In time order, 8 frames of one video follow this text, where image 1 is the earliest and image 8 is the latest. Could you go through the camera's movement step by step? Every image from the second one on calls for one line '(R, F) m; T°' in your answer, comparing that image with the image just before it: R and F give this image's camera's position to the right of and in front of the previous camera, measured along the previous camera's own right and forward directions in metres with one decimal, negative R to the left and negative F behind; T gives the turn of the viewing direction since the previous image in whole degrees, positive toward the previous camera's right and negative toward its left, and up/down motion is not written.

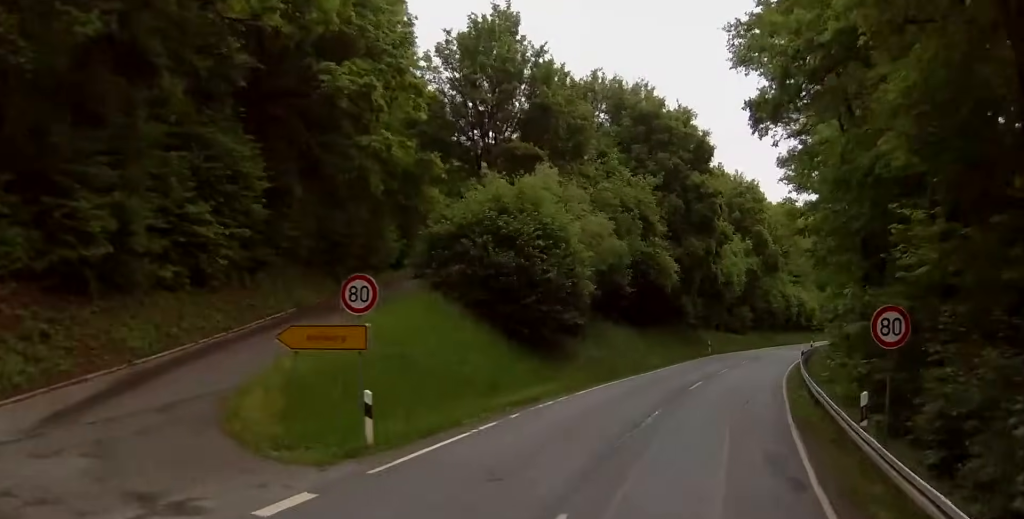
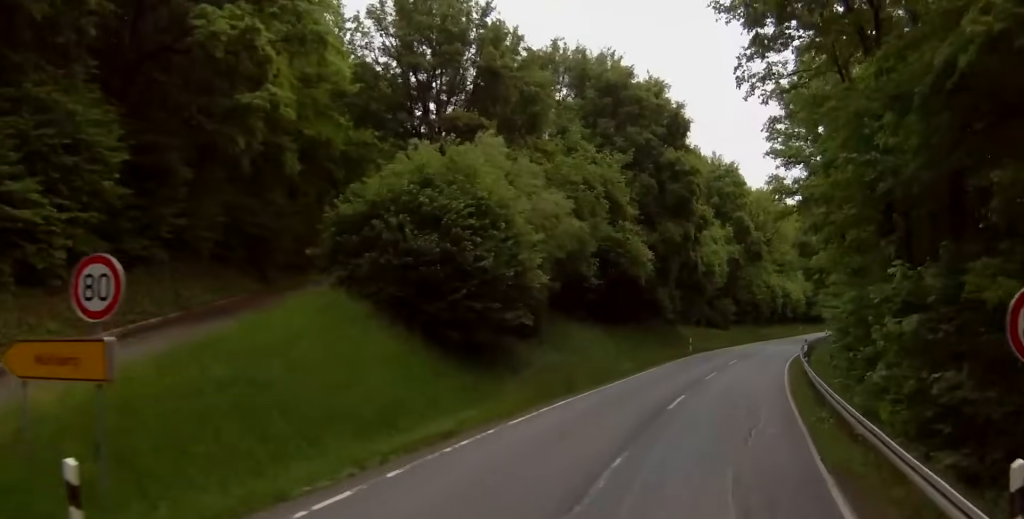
(+0.1, +7.2) m; +1°
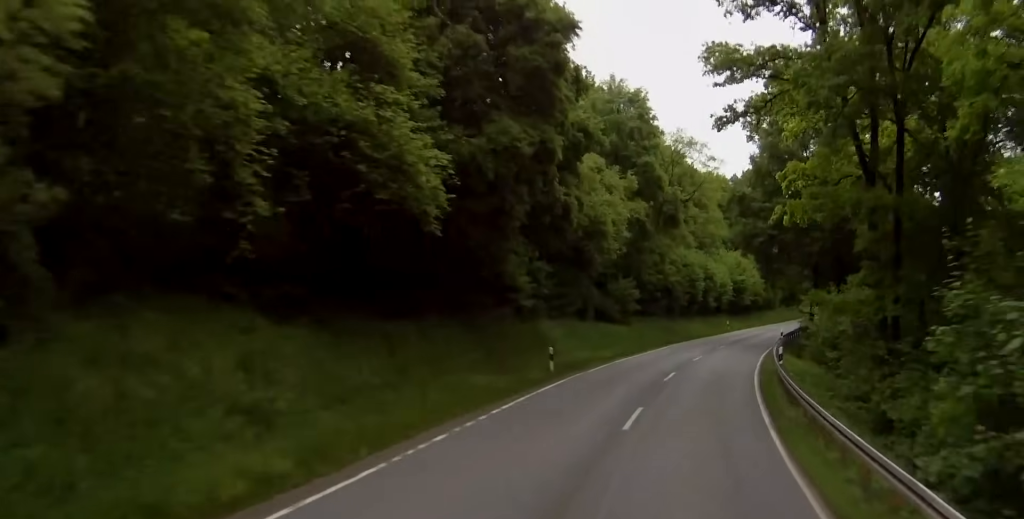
(+1.2, +27.2) m; +7°
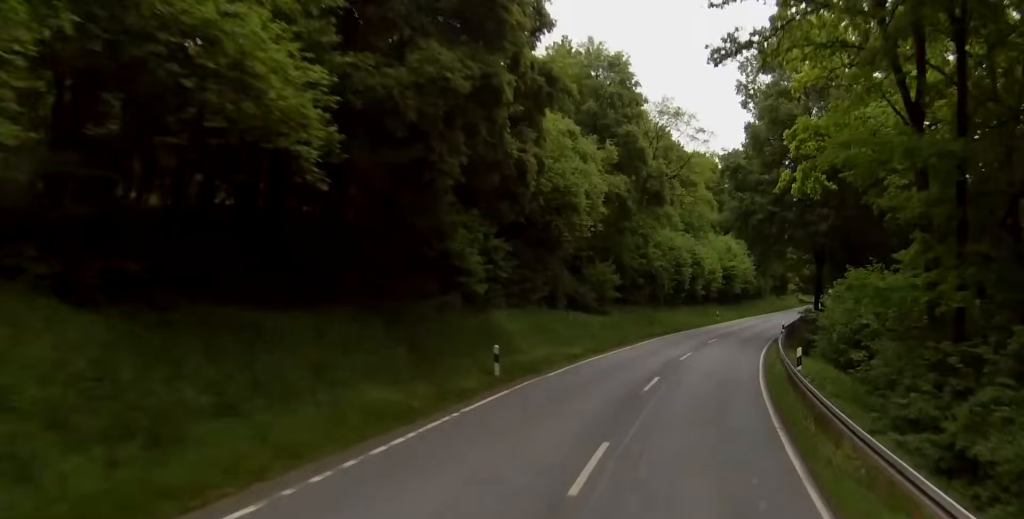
(+0.2, +6.8) m; +2°
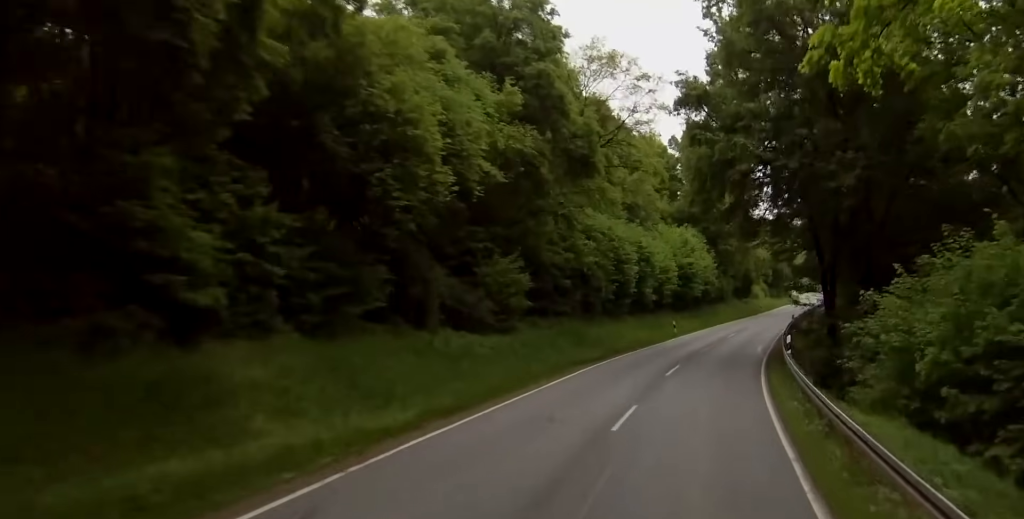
(+0.5, +16.4) m; +3°
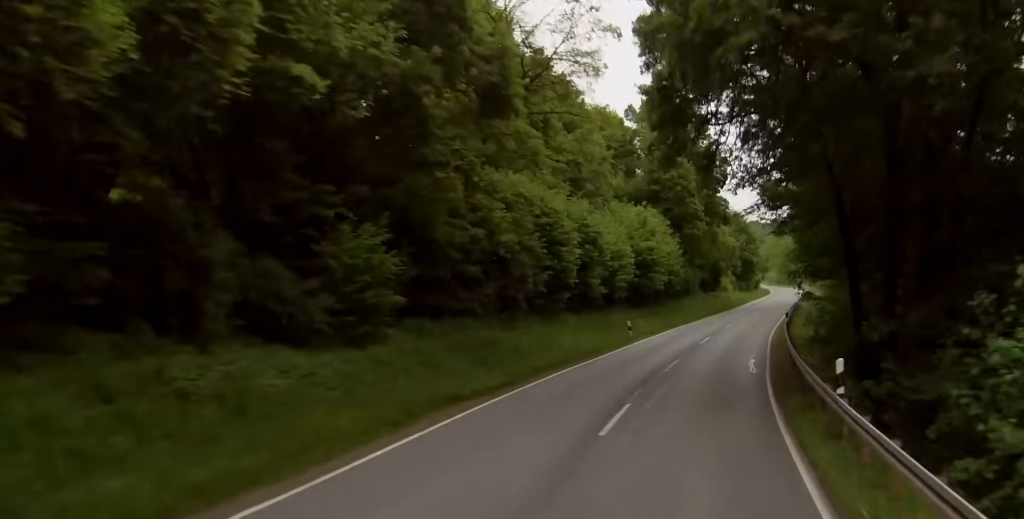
(+0.1, +12.7) m; +3°
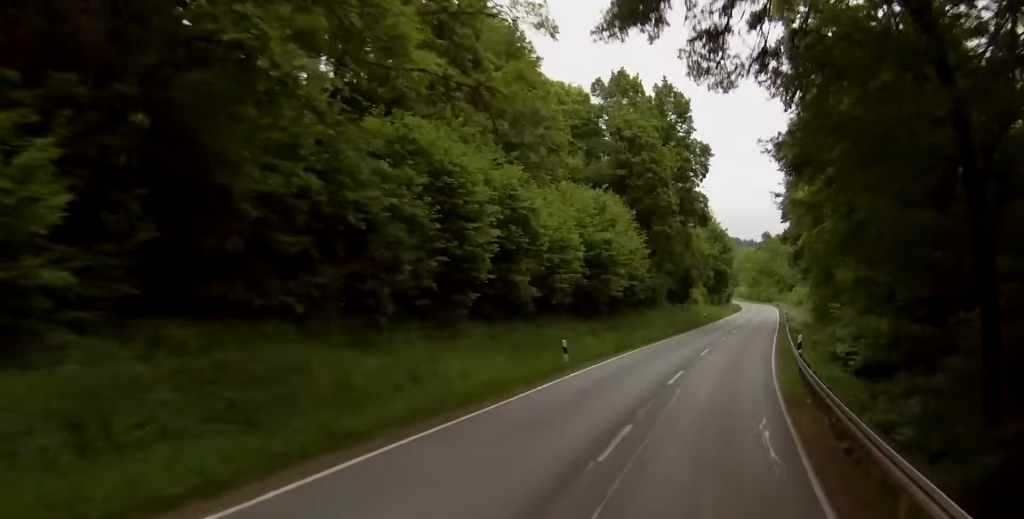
(+0.6, +13.2) m; +5°
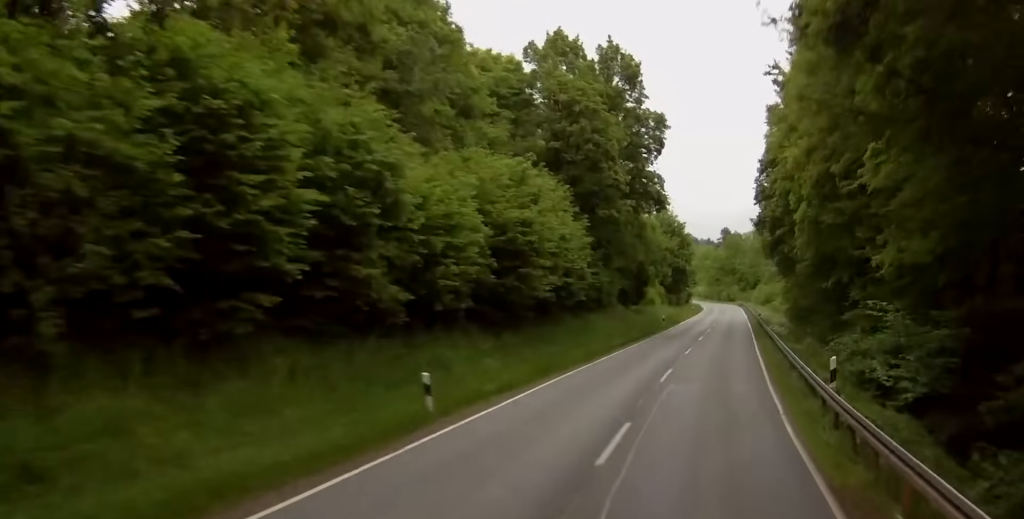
(+0.4, +11.7) m; +3°
